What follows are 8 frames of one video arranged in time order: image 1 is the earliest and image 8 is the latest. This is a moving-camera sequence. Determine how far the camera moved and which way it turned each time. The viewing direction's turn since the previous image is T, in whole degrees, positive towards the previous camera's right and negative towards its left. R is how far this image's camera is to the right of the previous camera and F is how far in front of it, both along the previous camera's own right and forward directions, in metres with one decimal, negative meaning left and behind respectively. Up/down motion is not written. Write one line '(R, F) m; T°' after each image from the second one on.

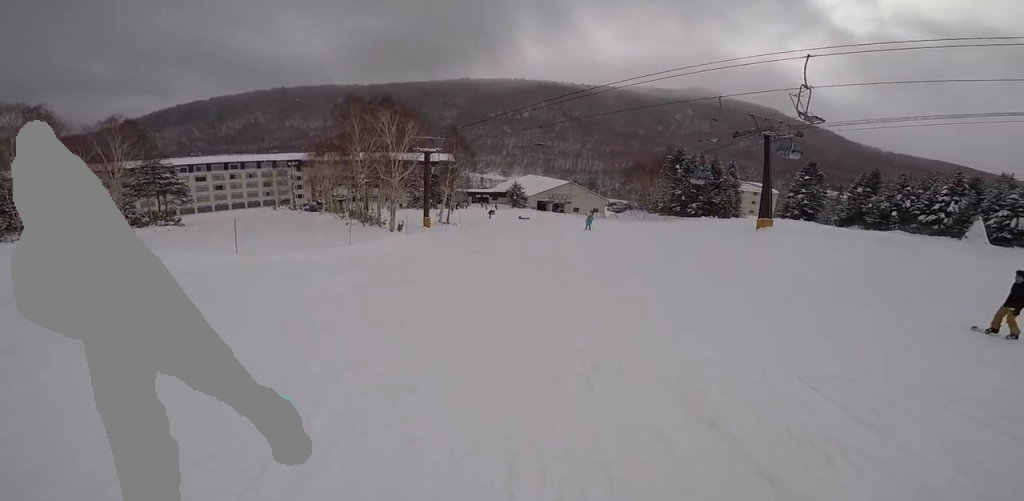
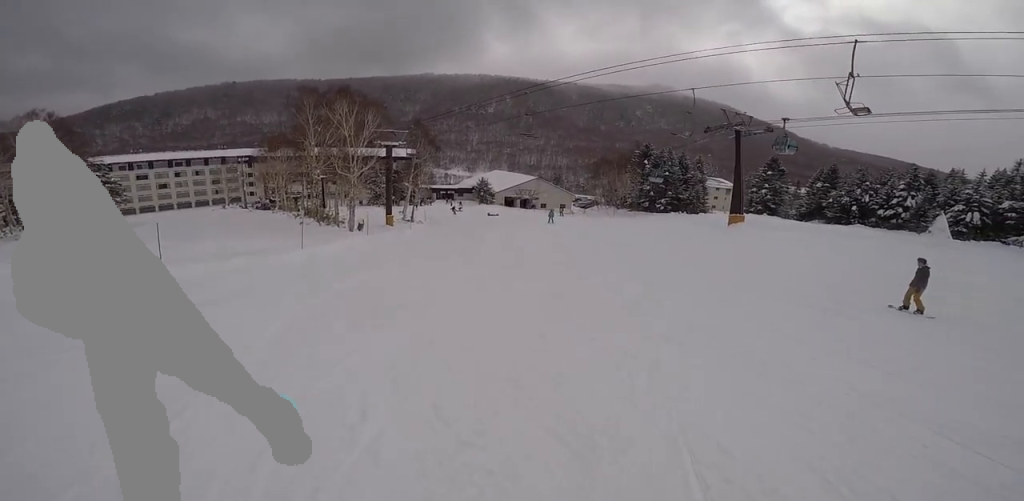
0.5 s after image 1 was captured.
(-0.5, +2.7) m; -4°
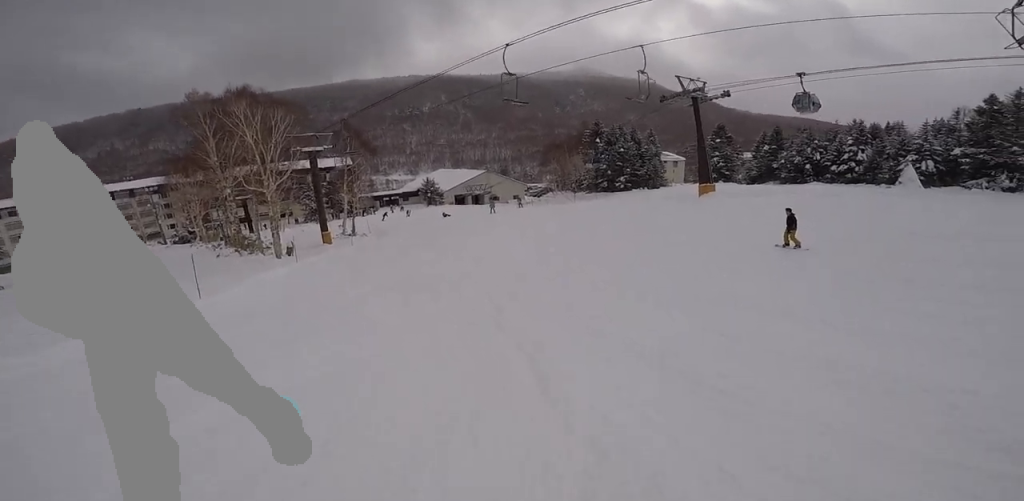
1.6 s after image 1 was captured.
(+0.5, +5.9) m; +20°
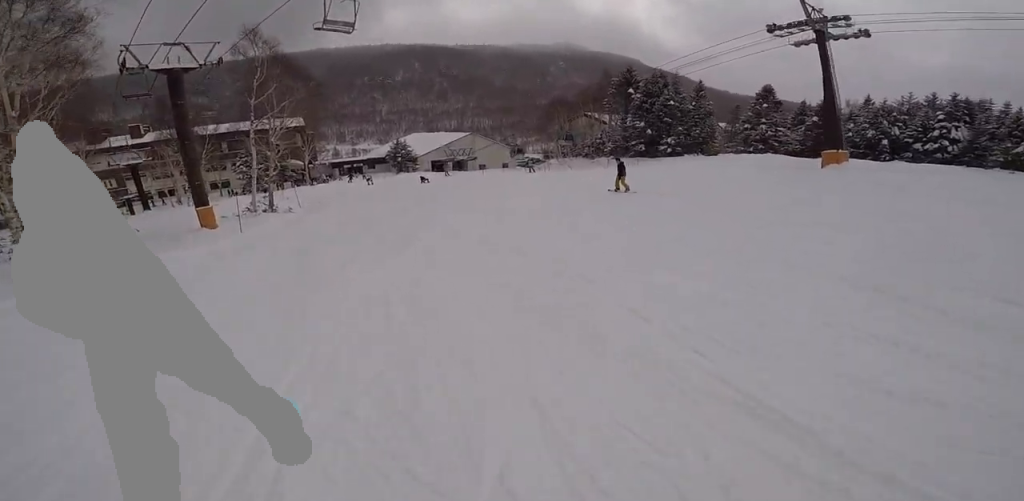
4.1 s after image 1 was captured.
(+3.9, +14.3) m; +13°
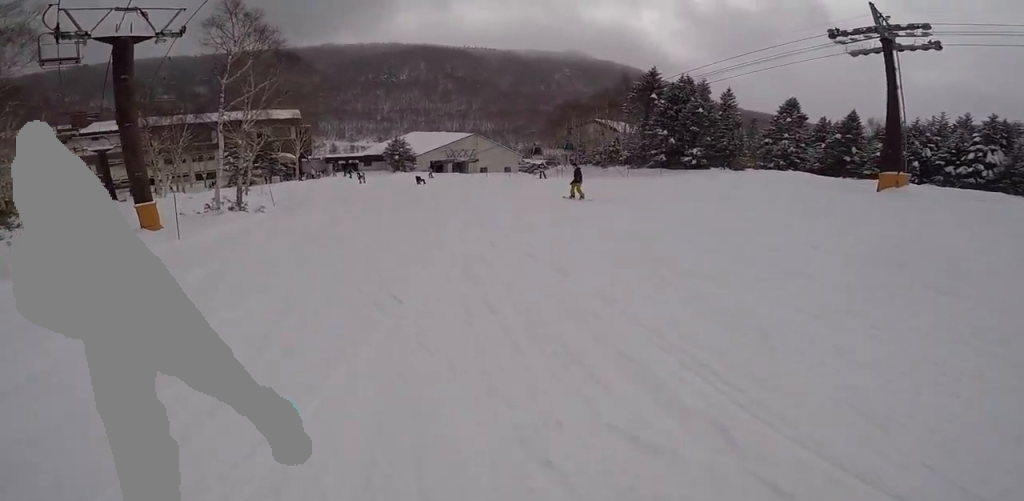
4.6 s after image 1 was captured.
(+0.1, +3.1) m; -3°
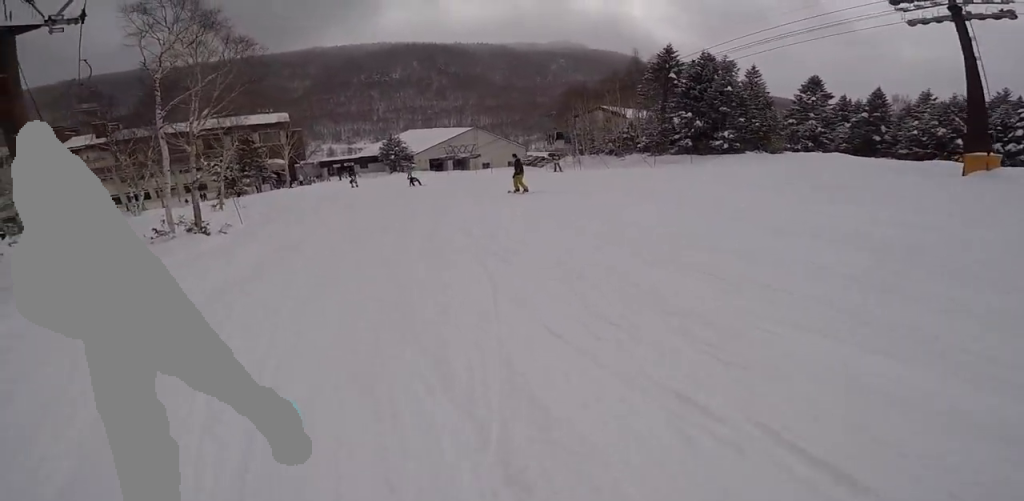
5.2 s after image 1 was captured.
(-0.3, +3.0) m; -4°
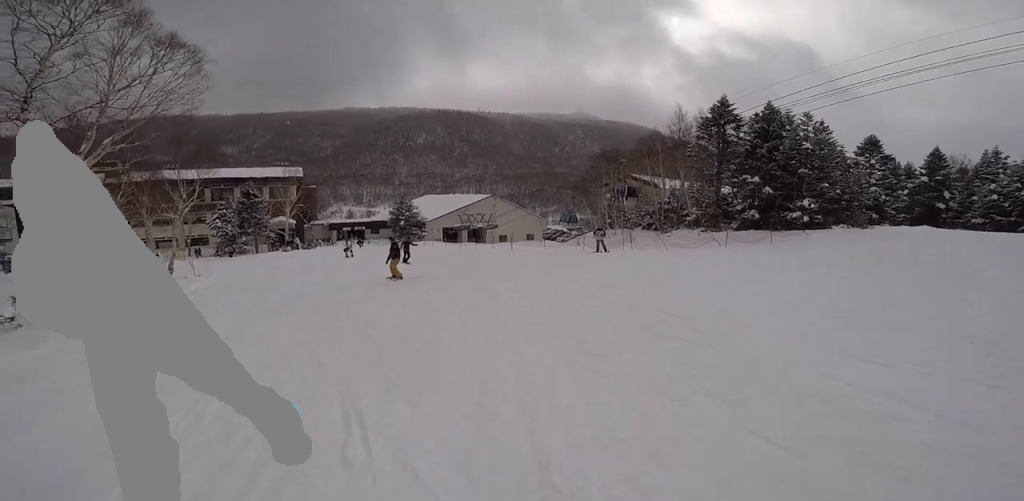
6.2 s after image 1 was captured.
(-0.2, +5.2) m; +2°
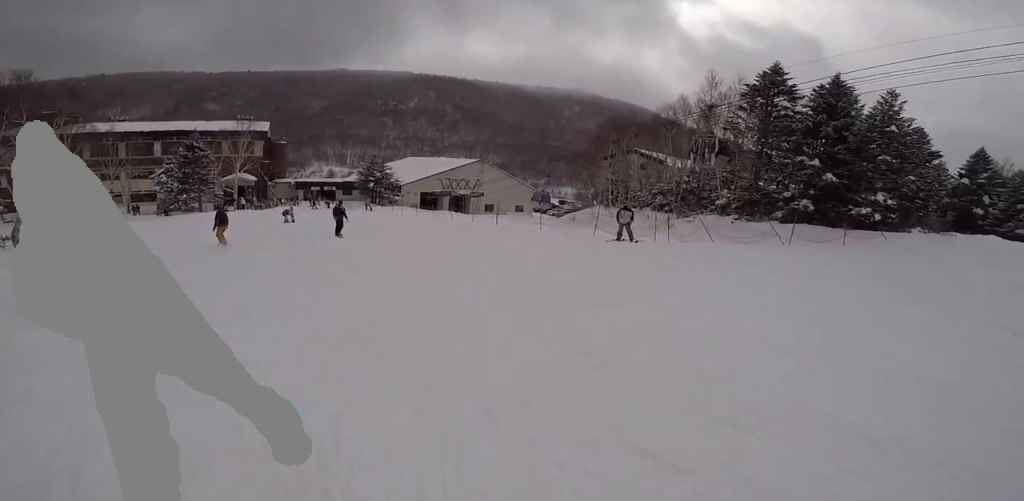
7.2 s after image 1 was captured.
(+0.4, +5.1) m; +3°
